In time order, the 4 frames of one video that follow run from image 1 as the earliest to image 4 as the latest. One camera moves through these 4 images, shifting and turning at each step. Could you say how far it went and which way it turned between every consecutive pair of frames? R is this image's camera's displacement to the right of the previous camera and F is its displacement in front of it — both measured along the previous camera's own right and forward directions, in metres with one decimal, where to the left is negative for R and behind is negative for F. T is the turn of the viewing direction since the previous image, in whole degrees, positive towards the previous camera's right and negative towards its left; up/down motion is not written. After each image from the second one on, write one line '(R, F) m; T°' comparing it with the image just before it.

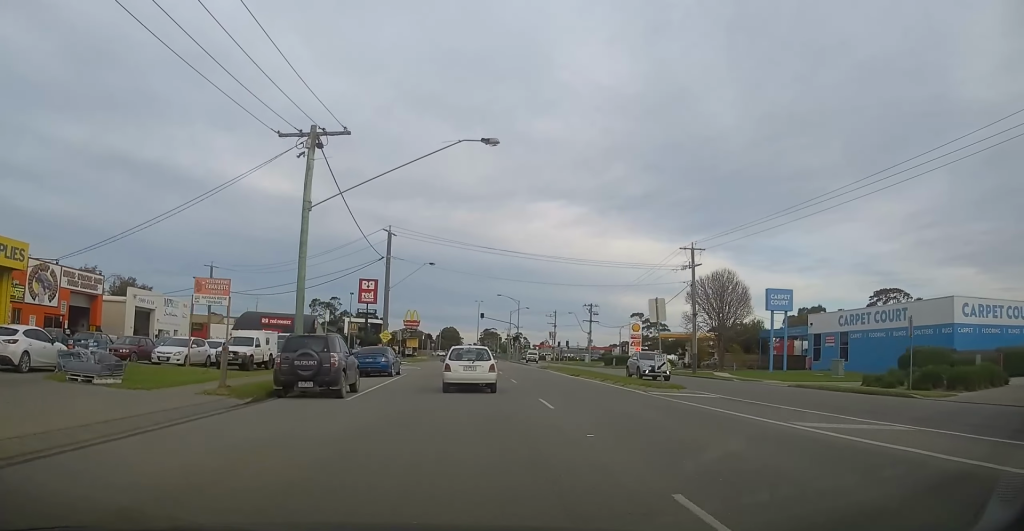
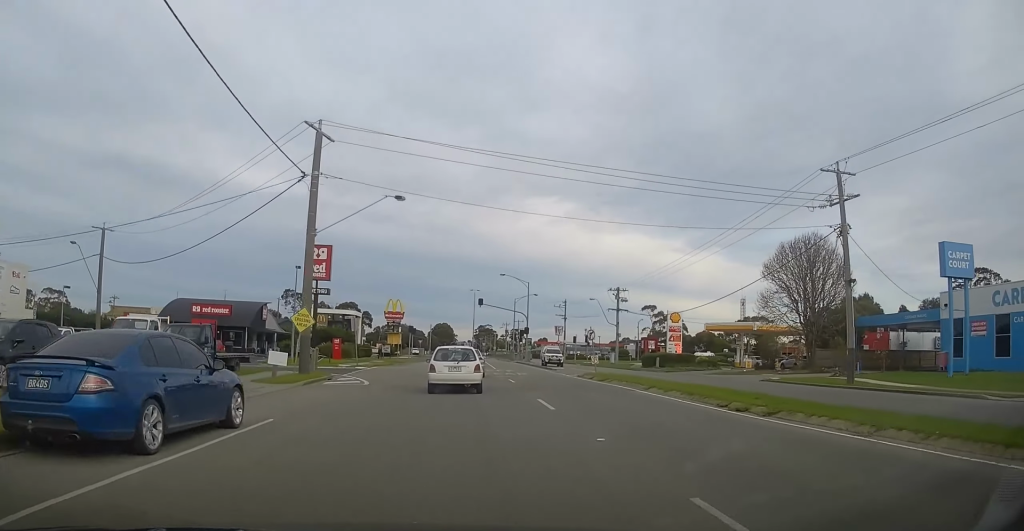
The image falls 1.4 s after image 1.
(0.0, +23.8) m; +2°
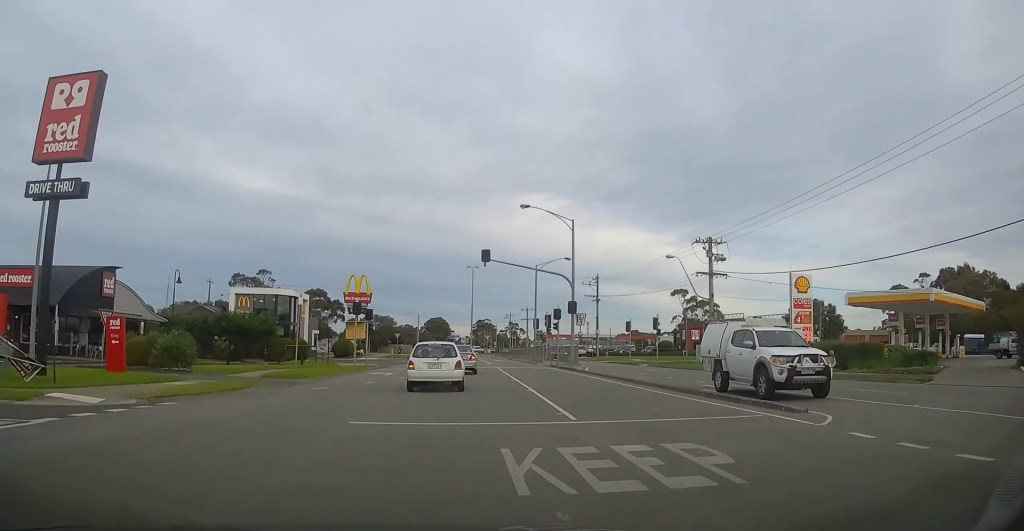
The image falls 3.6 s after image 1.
(+0.3, +35.4) m; -2°
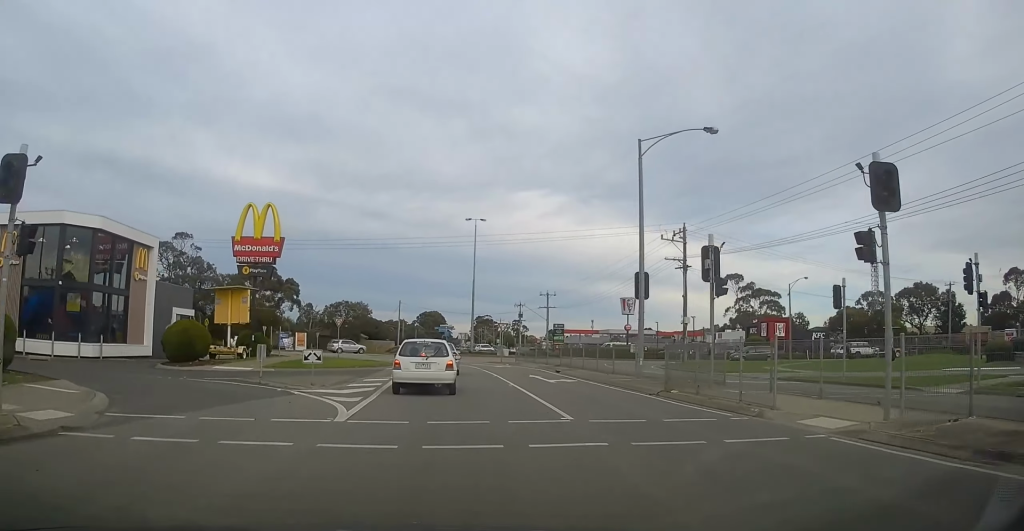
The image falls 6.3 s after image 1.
(+1.2, +39.4) m; +1°
